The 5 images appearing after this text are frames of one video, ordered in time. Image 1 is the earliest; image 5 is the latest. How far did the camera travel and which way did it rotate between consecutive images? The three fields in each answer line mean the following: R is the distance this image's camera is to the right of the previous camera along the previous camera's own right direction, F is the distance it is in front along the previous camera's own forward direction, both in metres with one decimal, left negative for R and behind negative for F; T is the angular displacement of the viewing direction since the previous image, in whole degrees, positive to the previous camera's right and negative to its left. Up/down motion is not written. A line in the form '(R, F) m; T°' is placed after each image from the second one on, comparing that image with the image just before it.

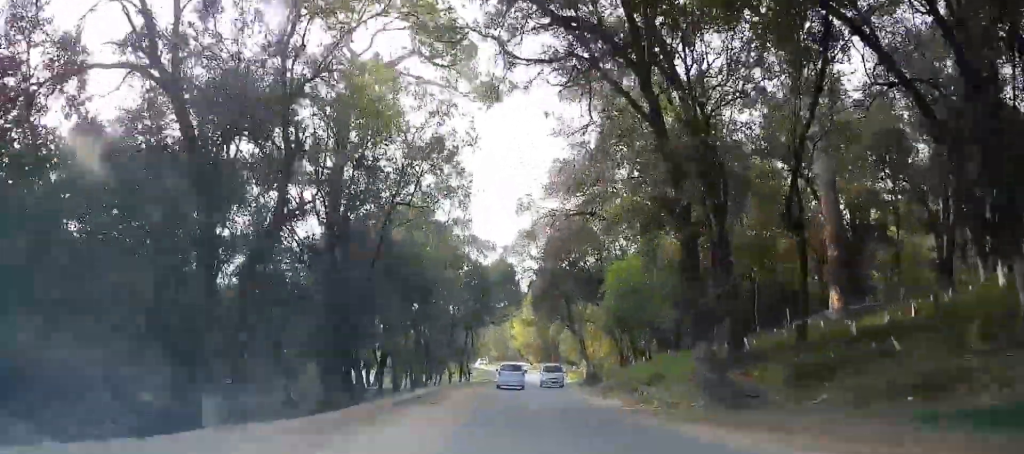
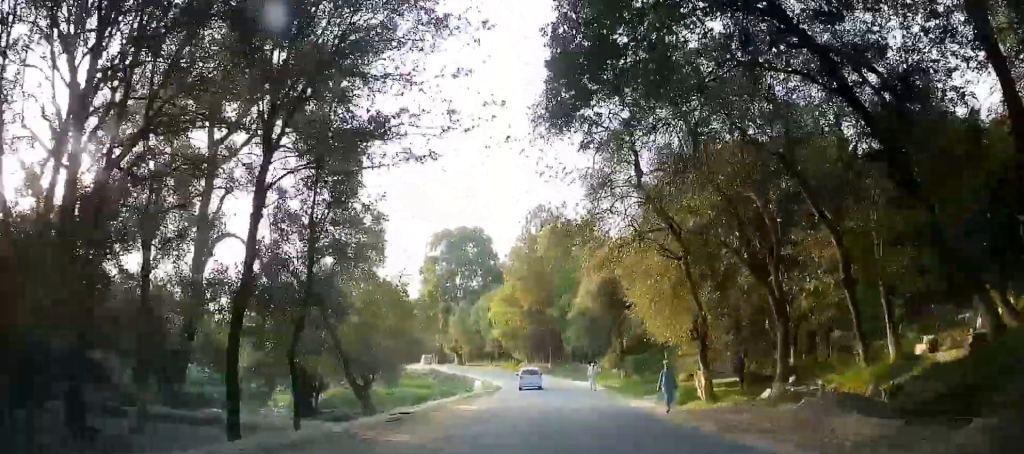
(-4.1, +40.9) m; -5°
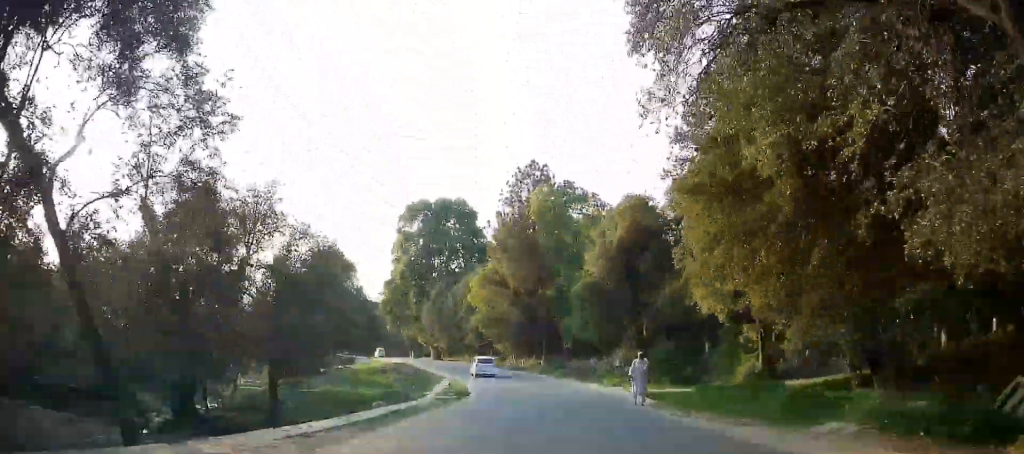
(+0.2, +14.7) m; 0°
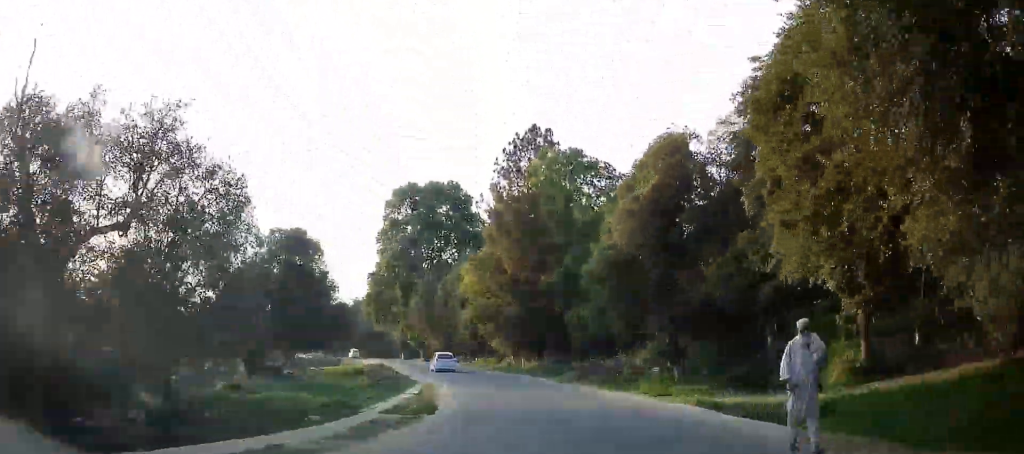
(+0.1, +9.9) m; 0°
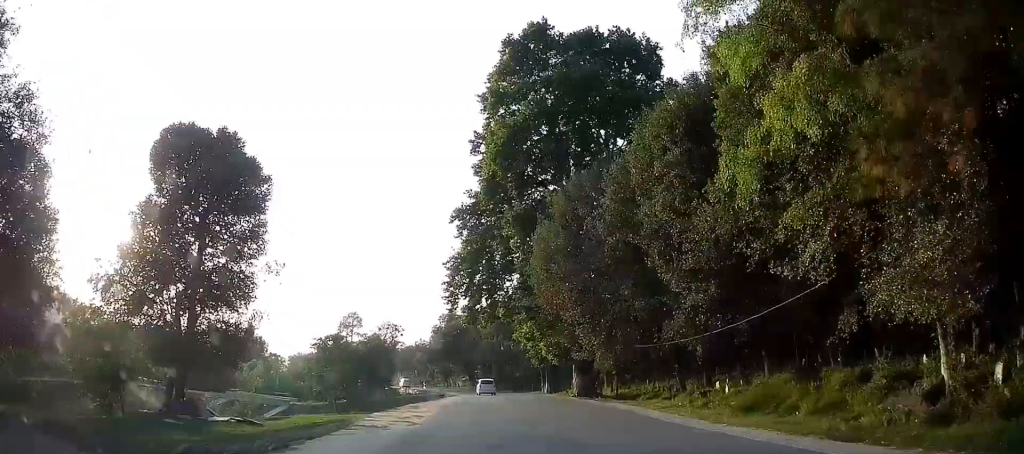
(-3.2, +43.9) m; -11°
